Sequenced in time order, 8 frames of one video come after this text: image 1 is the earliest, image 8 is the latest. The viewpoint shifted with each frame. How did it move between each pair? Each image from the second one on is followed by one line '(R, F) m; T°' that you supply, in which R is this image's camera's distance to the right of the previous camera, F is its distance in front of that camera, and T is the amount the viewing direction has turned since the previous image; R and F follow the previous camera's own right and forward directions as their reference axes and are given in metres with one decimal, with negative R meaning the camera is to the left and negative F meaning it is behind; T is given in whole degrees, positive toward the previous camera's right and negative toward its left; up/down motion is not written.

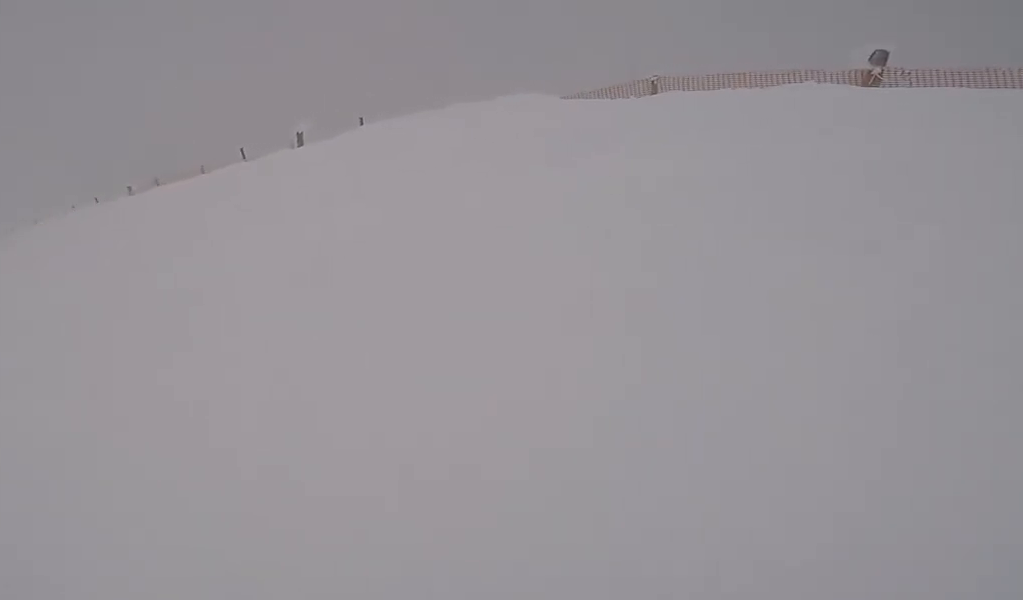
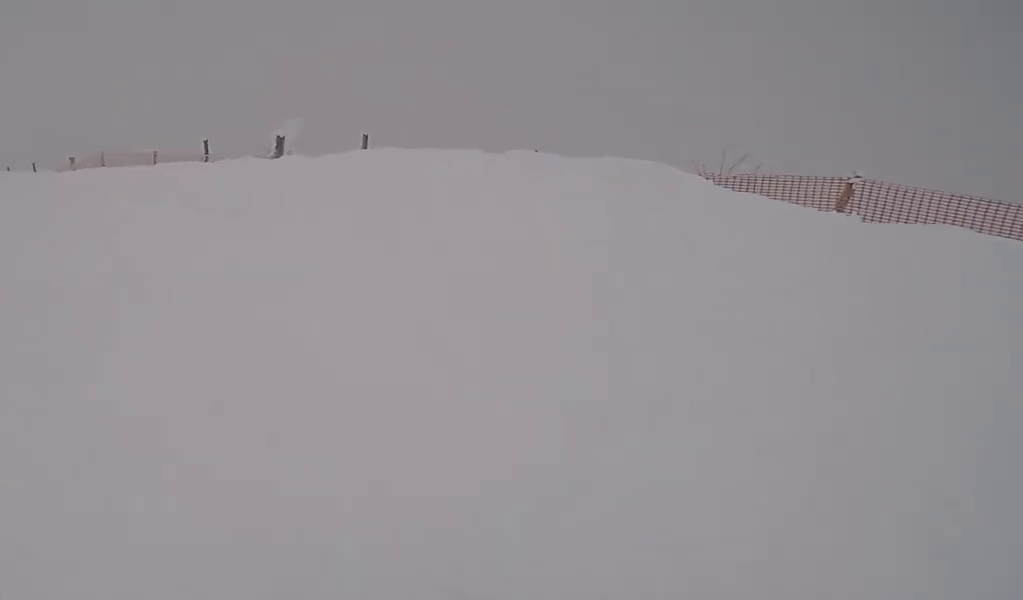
(0.0, +4.3) m; 0°
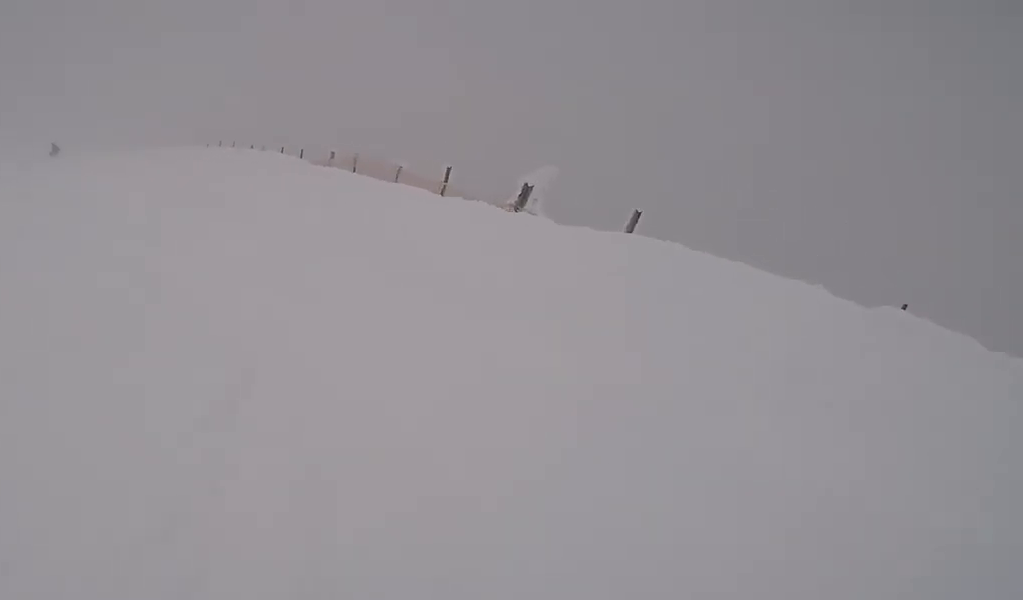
(0.0, +2.5) m; -3°
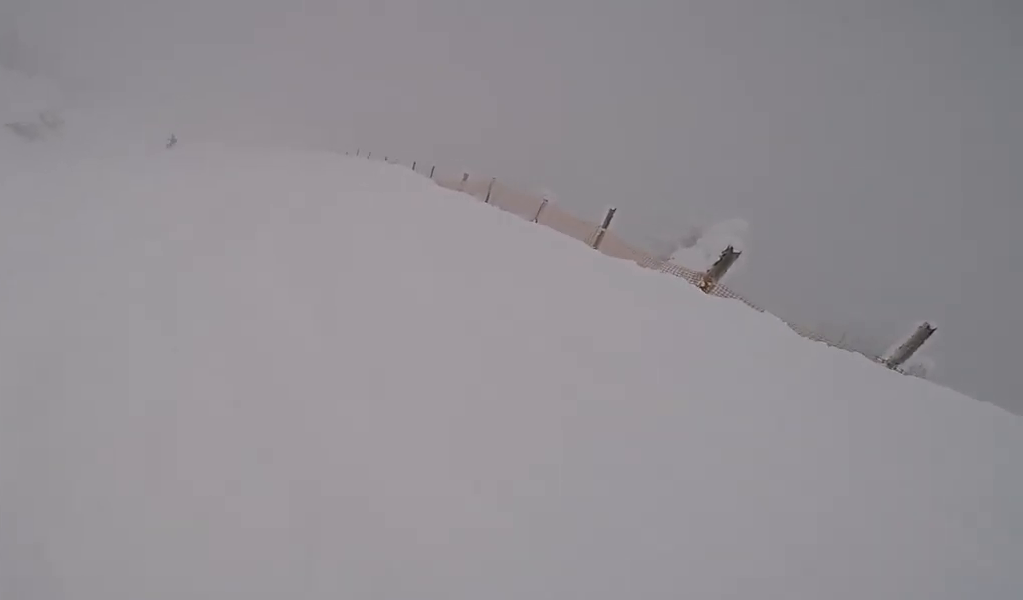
(-0.1, +2.7) m; -10°
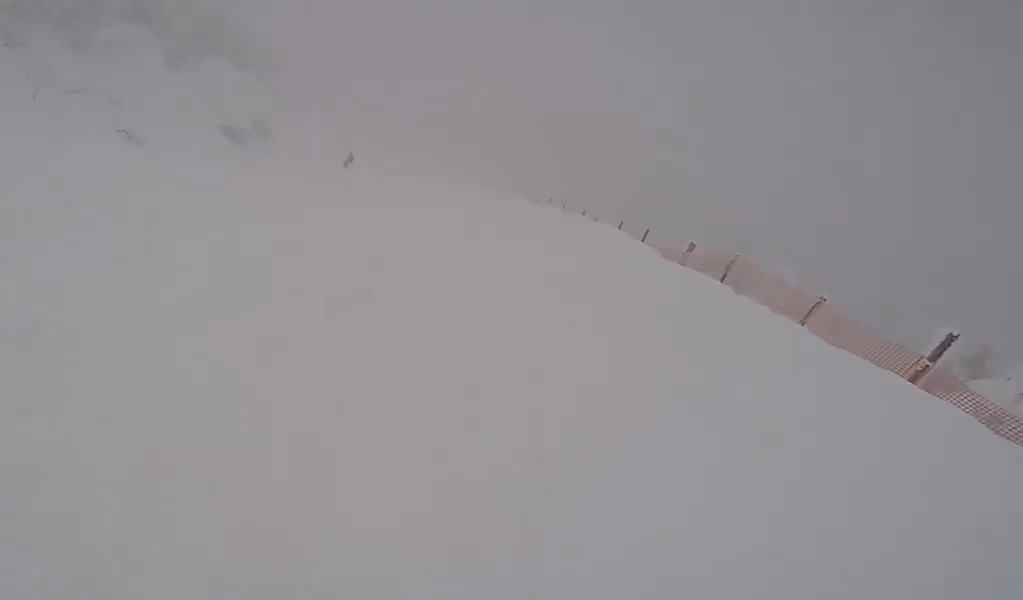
(+0.1, +2.5) m; -19°
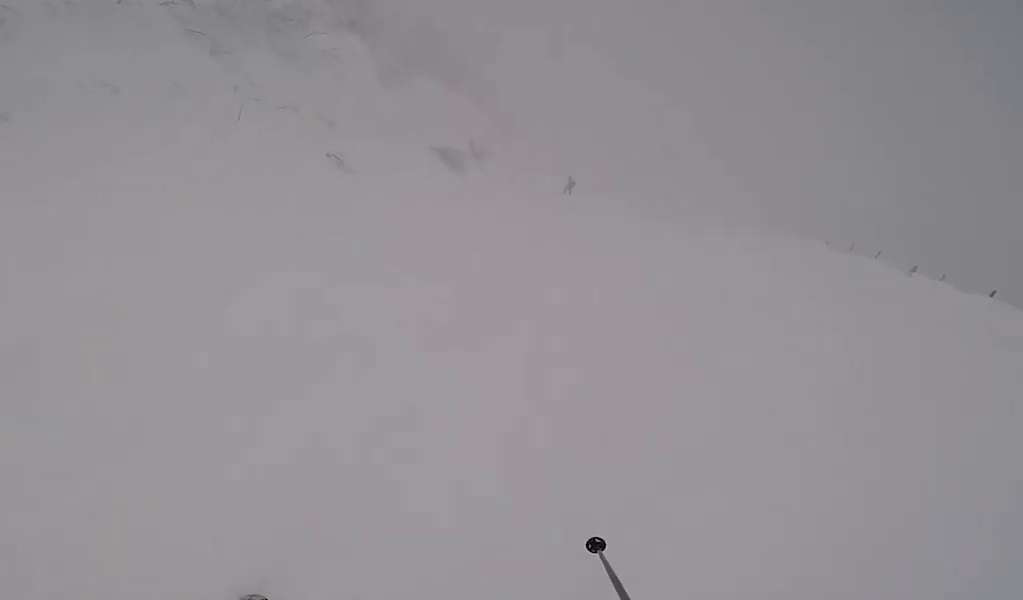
(-1.2, +3.3) m; -23°
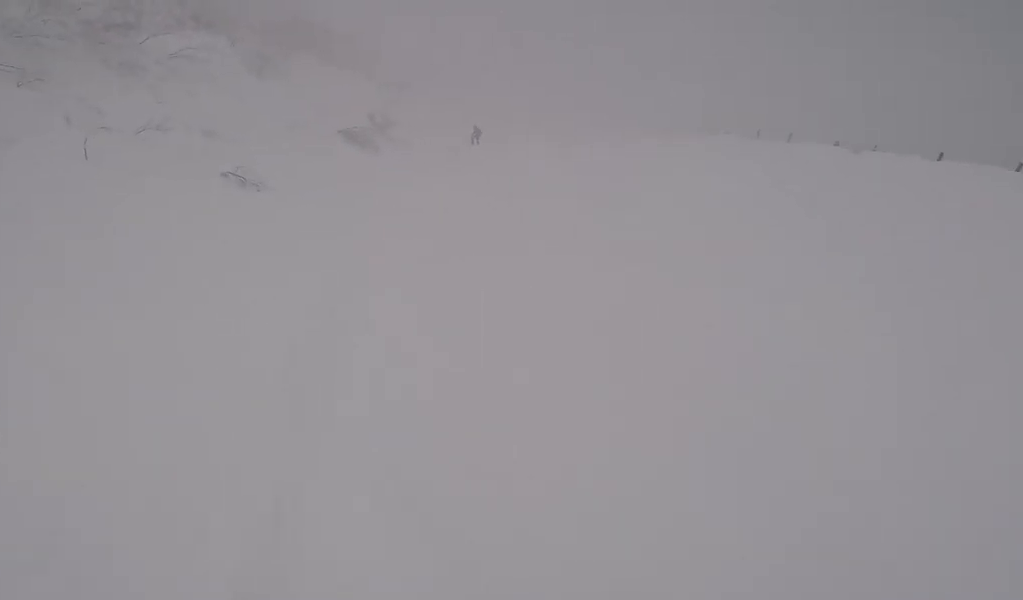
(-0.5, +3.4) m; +5°
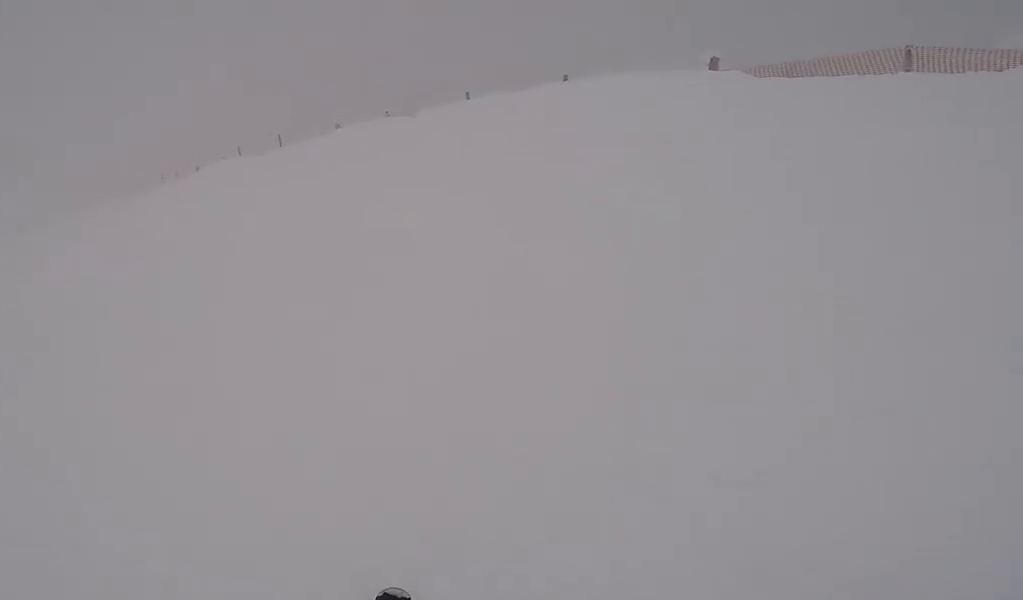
(+4.2, +6.9) m; +50°
